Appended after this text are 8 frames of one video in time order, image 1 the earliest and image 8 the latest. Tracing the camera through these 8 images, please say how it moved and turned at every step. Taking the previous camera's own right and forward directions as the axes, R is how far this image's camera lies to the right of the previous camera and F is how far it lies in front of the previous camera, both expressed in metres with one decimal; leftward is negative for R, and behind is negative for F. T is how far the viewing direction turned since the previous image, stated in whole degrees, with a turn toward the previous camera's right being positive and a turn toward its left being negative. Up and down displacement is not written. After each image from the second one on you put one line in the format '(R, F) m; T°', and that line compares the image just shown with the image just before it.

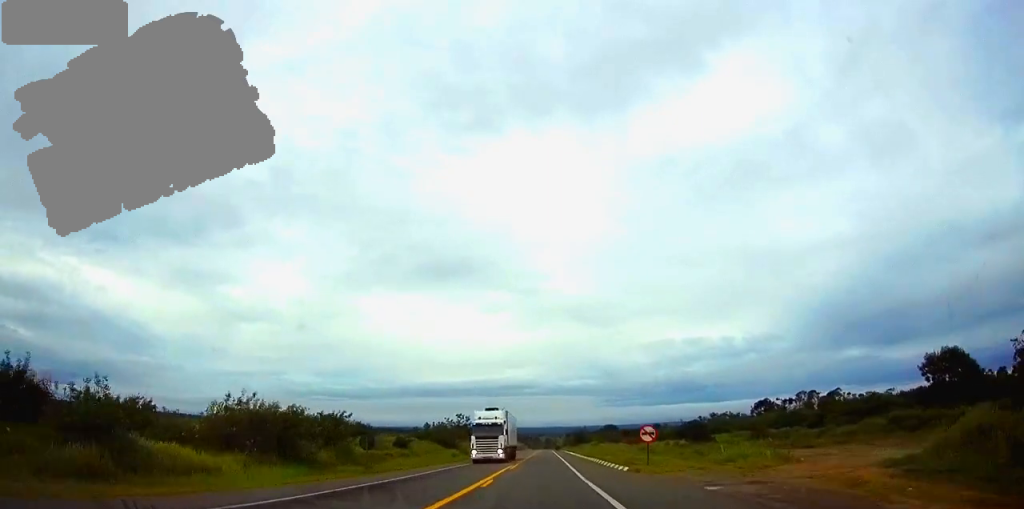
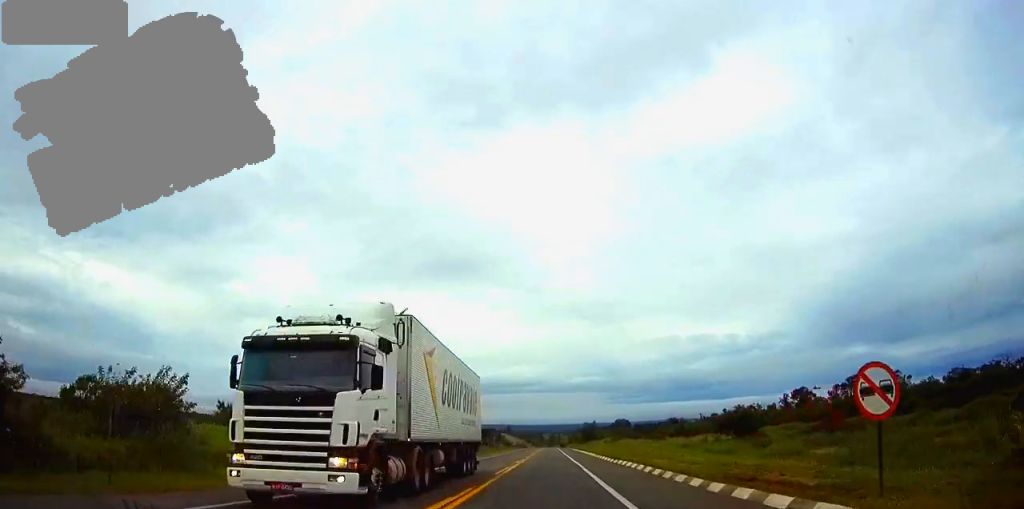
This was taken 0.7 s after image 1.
(0.0, +26.1) m; 0°
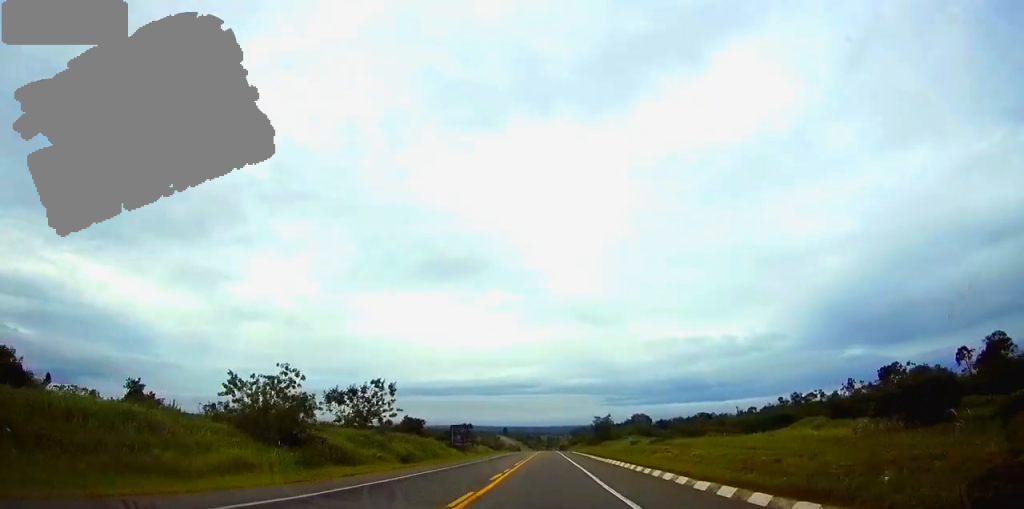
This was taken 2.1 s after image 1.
(0.0, +49.7) m; 0°
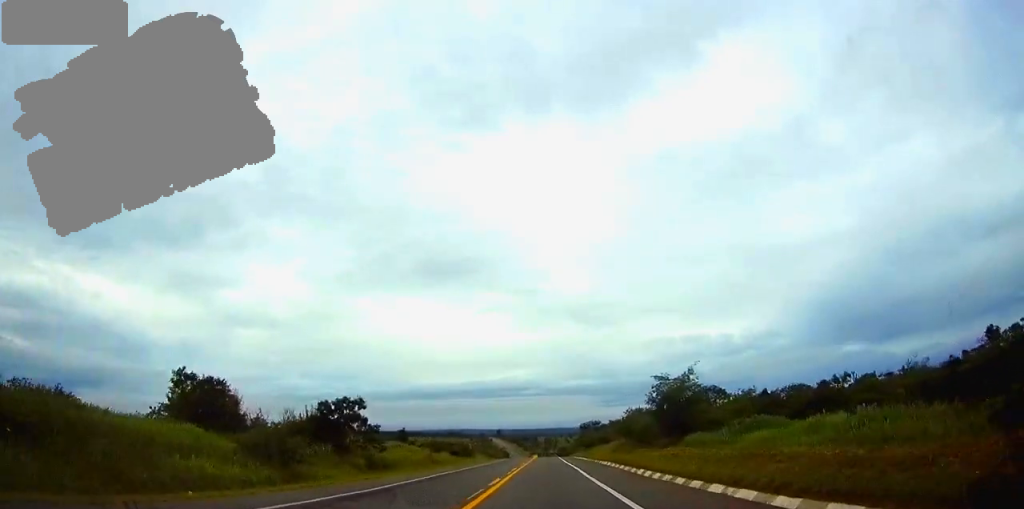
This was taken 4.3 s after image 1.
(+0.1, +78.2) m; 0°
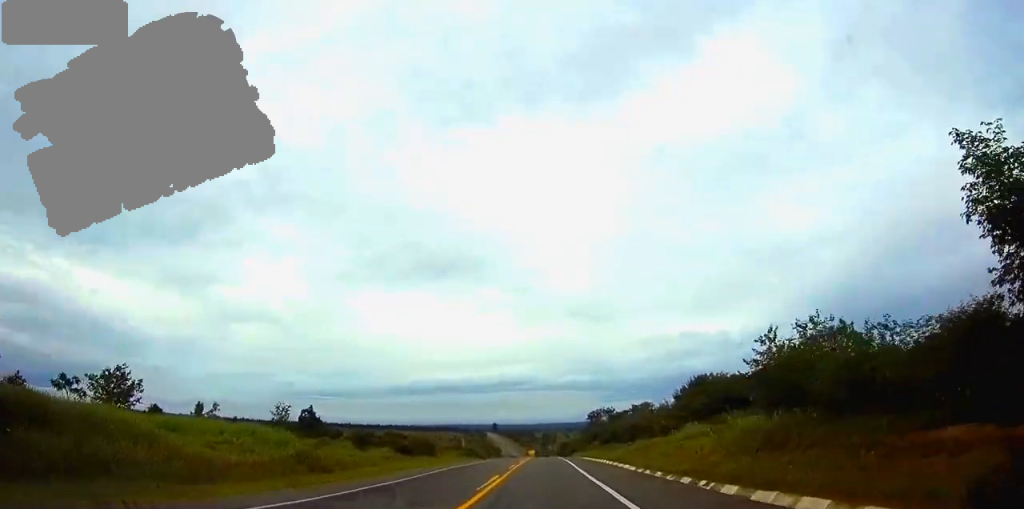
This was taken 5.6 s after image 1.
(+0.1, +45.3) m; 0°
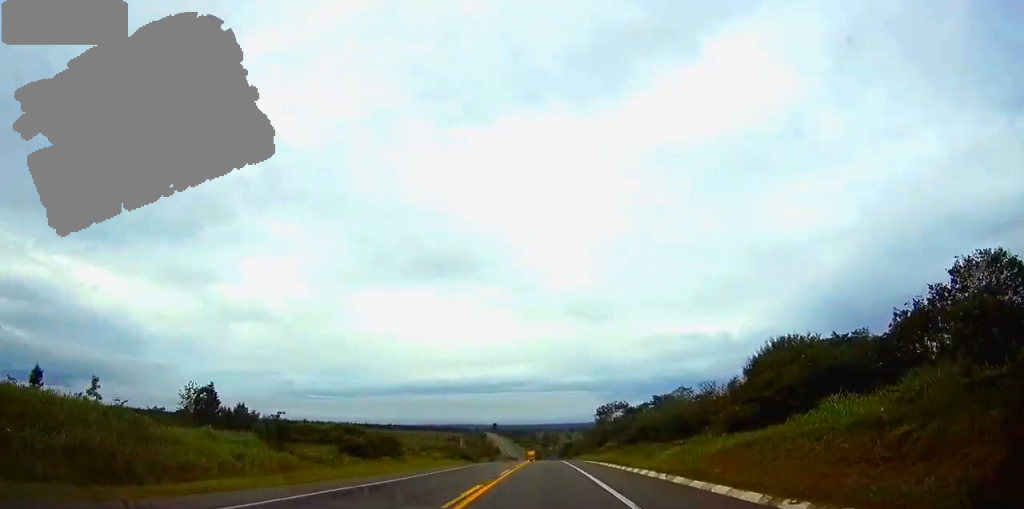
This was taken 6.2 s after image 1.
(0.0, +22.6) m; 0°
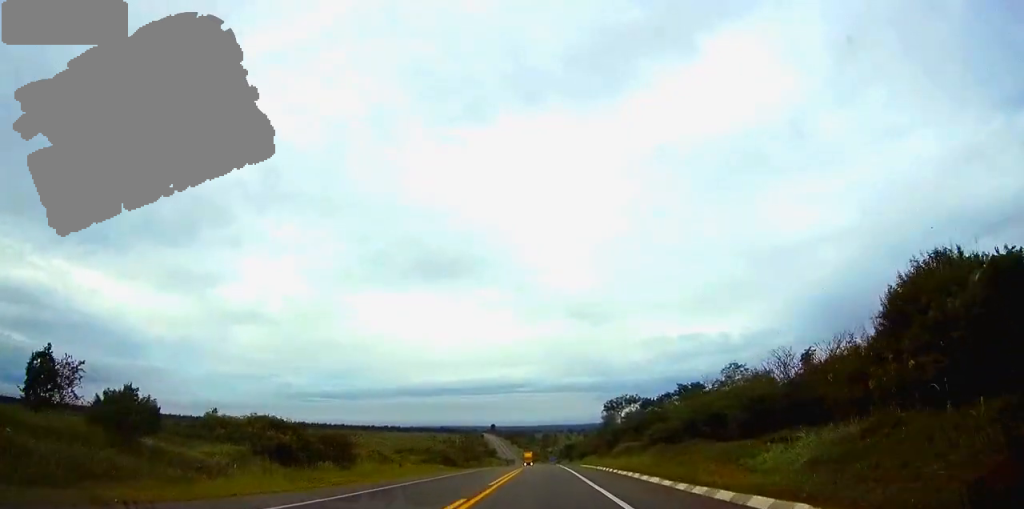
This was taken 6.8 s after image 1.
(0.0, +19.1) m; 0°
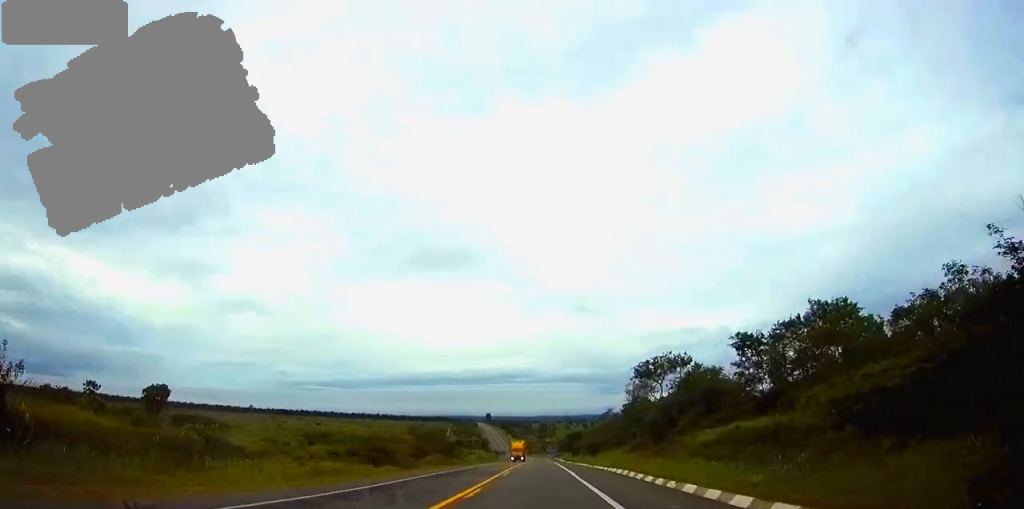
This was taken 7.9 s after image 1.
(+0.1, +40.8) m; 0°
